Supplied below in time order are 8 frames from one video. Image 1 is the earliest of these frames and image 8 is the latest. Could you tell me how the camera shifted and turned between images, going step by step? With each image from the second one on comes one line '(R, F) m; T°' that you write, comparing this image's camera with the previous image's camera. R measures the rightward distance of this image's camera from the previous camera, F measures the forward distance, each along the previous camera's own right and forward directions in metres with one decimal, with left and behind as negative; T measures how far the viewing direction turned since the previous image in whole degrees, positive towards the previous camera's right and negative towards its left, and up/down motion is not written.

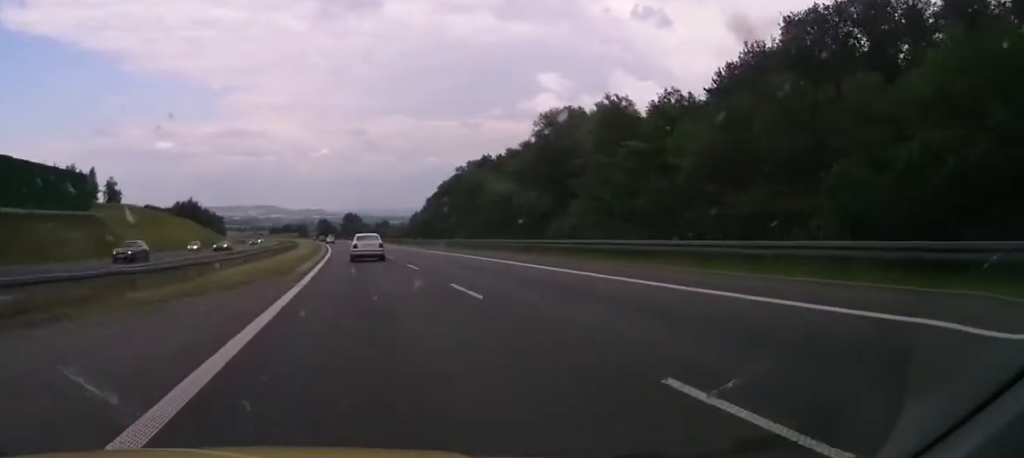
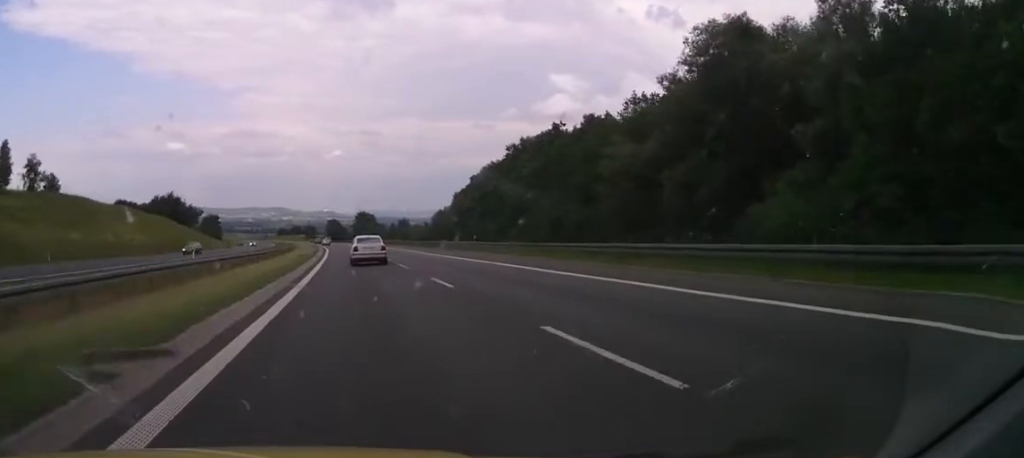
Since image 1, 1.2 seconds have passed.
(-1.1, +43.7) m; -1°
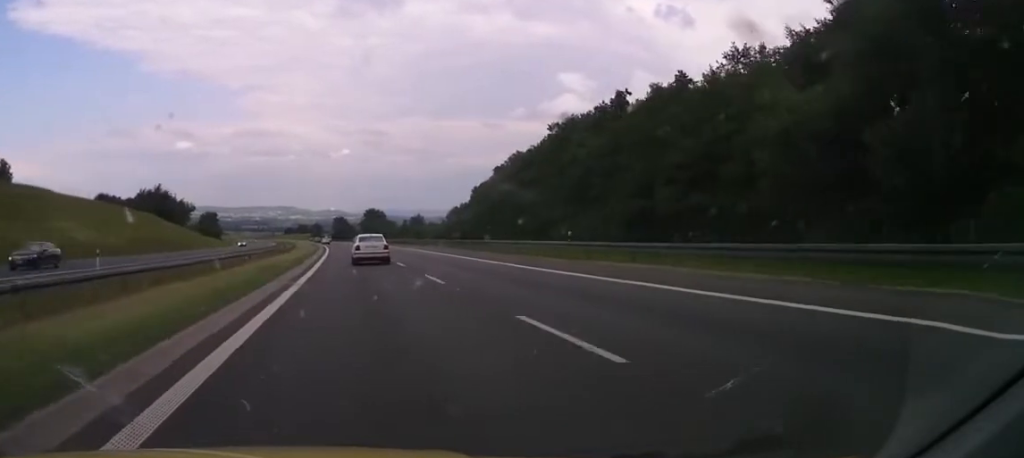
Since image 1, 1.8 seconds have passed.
(+0.1, +22.6) m; 0°
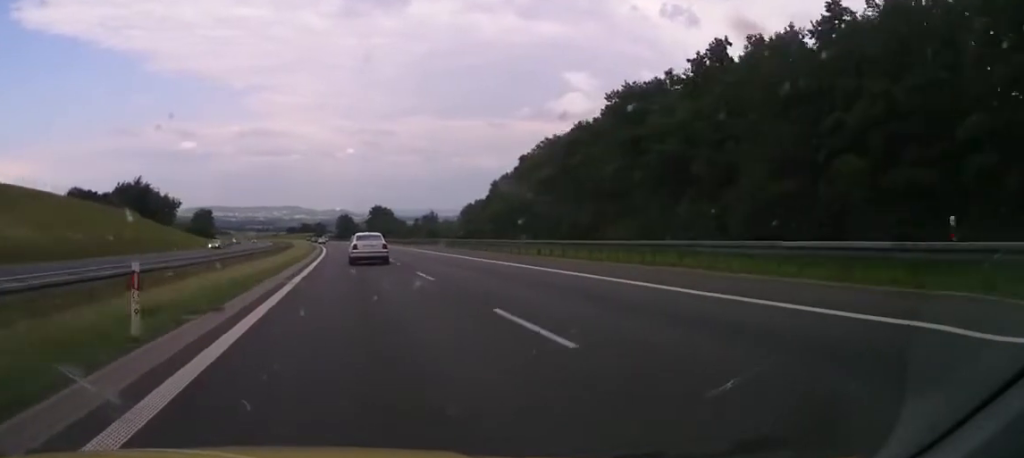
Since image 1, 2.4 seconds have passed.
(0.0, +22.6) m; 0°
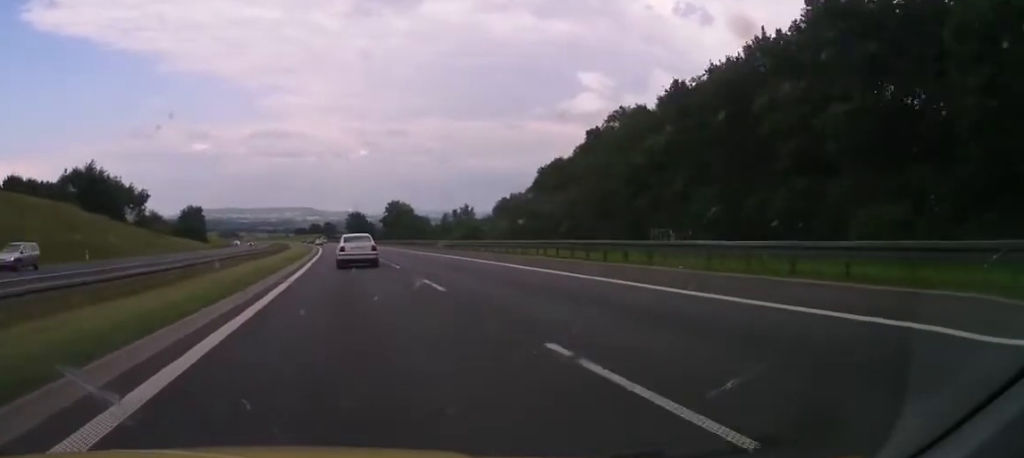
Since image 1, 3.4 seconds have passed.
(0.0, +39.0) m; -1°
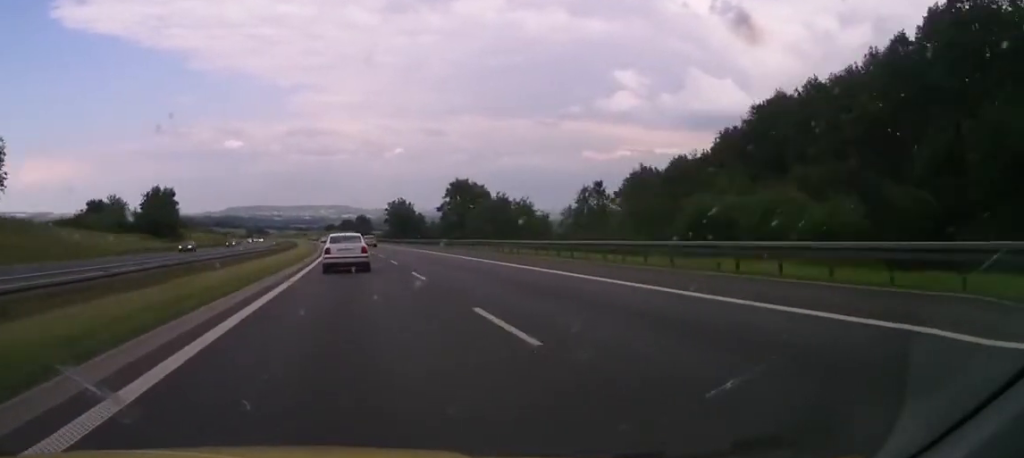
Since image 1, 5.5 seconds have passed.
(-1.9, +79.1) m; -2°
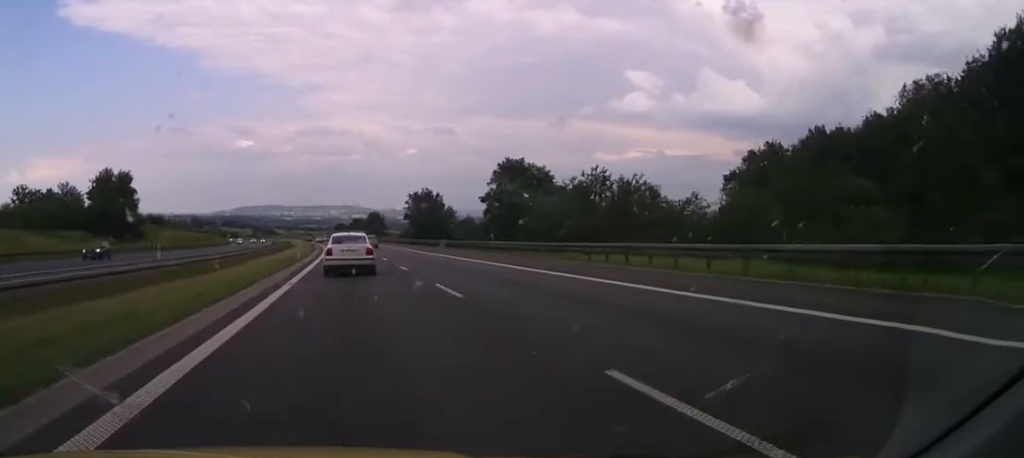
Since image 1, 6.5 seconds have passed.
(0.0, +41.5) m; 0°
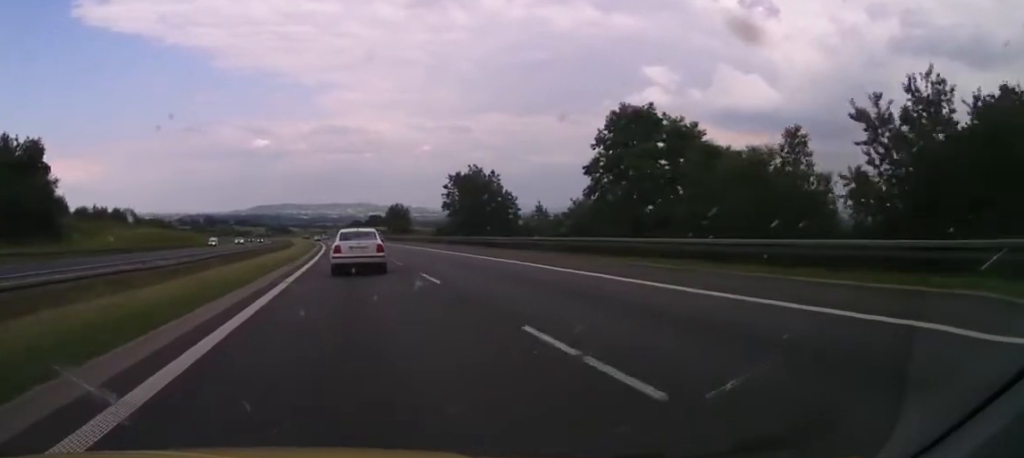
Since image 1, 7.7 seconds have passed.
(-1.0, +45.6) m; -5°
